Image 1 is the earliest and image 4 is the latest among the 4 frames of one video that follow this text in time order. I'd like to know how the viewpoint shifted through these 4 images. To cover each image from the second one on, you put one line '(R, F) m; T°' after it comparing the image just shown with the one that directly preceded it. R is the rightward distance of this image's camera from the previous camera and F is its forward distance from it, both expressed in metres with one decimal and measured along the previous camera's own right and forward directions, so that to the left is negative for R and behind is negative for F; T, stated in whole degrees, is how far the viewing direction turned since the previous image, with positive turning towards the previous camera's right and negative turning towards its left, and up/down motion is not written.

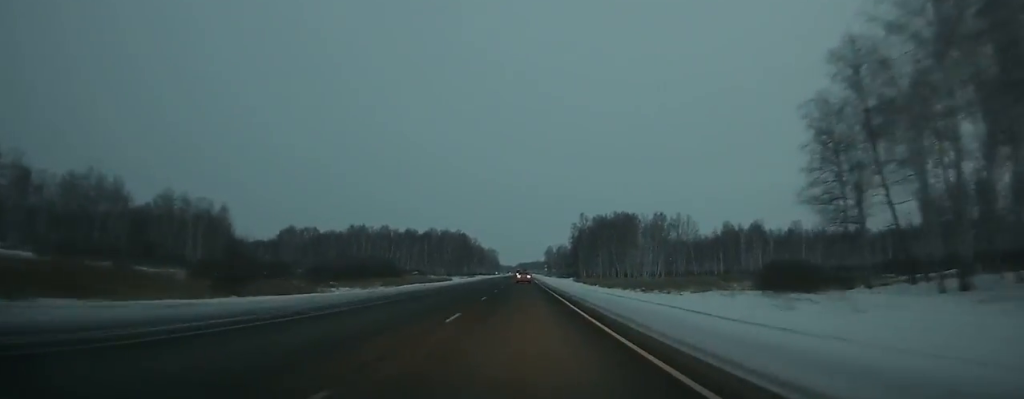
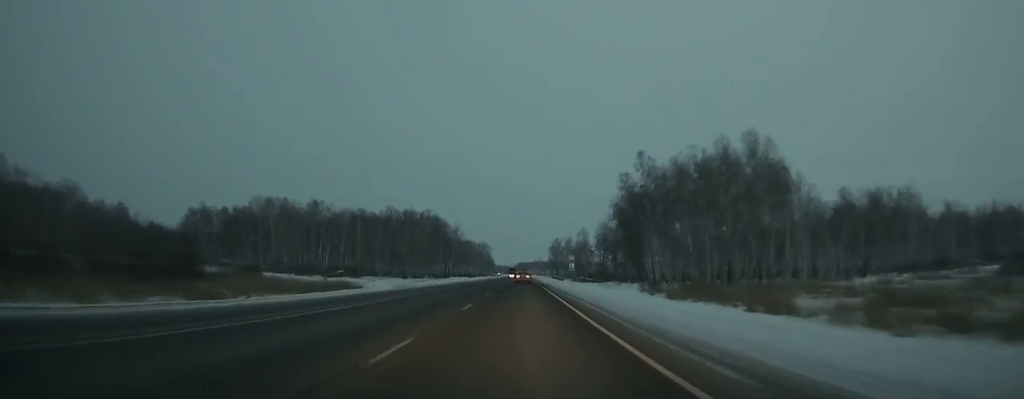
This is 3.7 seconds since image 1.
(-0.3, +102.5) m; 0°
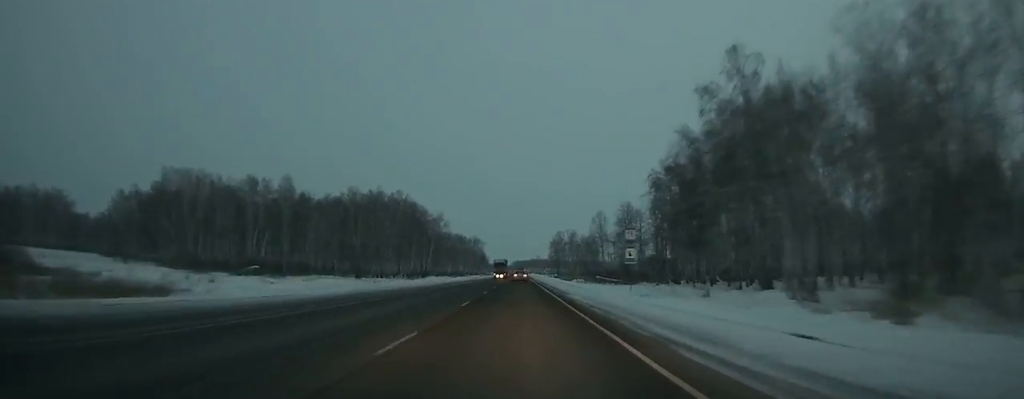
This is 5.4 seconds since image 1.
(0.0, +46.7) m; 0°
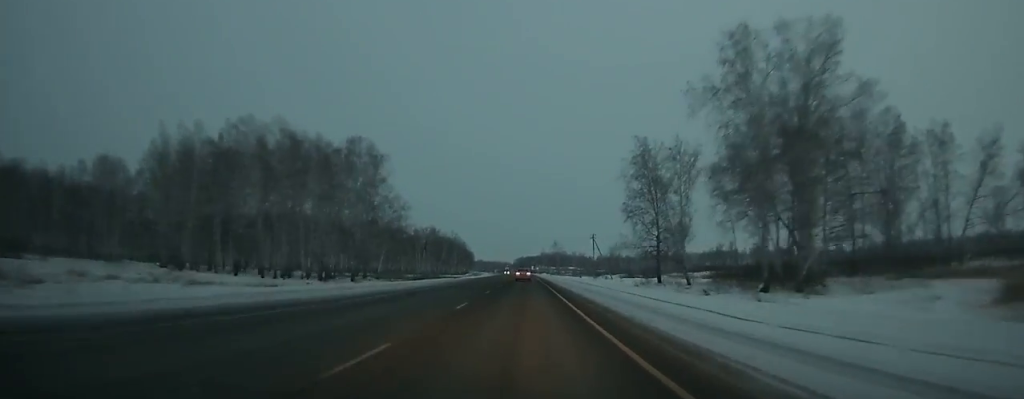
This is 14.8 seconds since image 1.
(-0.6, +250.8) m; 0°
